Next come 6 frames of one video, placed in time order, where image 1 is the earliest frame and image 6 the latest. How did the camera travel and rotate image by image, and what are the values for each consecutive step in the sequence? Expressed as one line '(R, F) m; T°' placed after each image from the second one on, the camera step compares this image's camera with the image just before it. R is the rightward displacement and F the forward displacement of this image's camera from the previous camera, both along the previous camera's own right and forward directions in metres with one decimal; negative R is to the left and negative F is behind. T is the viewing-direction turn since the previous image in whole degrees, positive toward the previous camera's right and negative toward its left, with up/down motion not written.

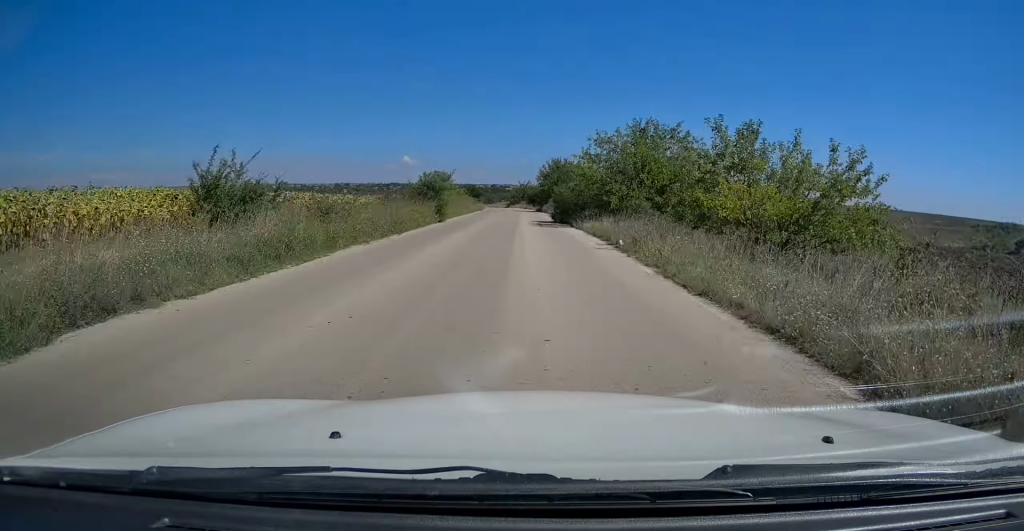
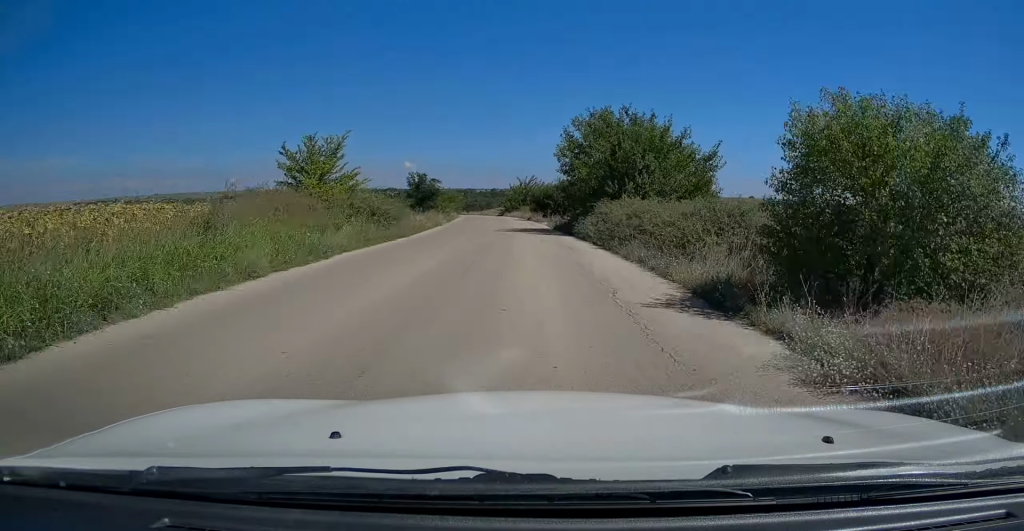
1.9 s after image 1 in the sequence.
(-0.7, +41.4) m; -1°
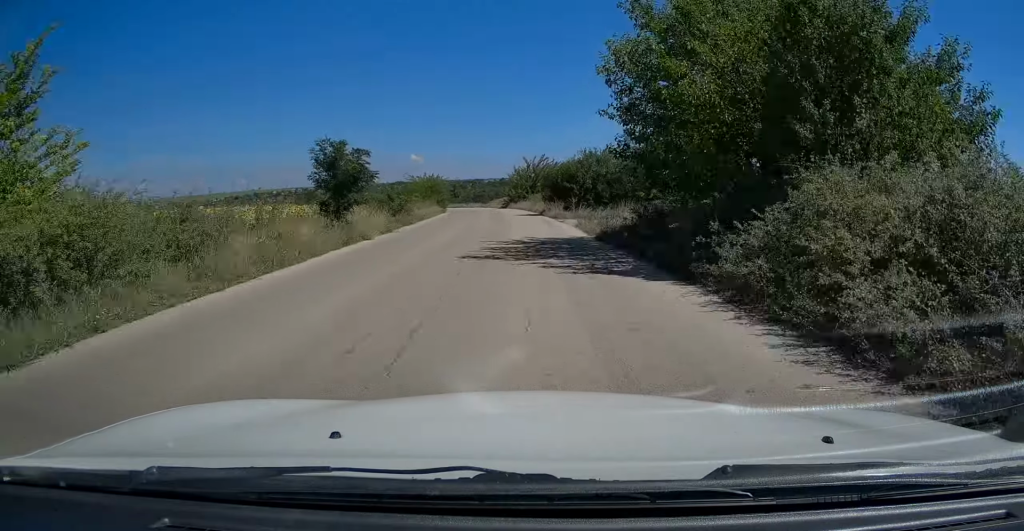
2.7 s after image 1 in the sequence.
(+0.3, +18.1) m; 0°
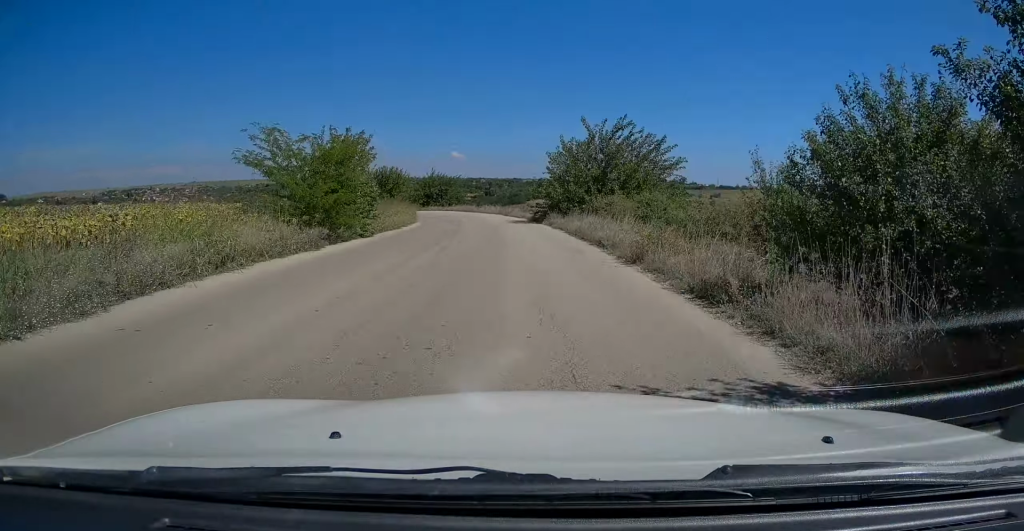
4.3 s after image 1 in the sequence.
(-0.6, +33.6) m; -3°
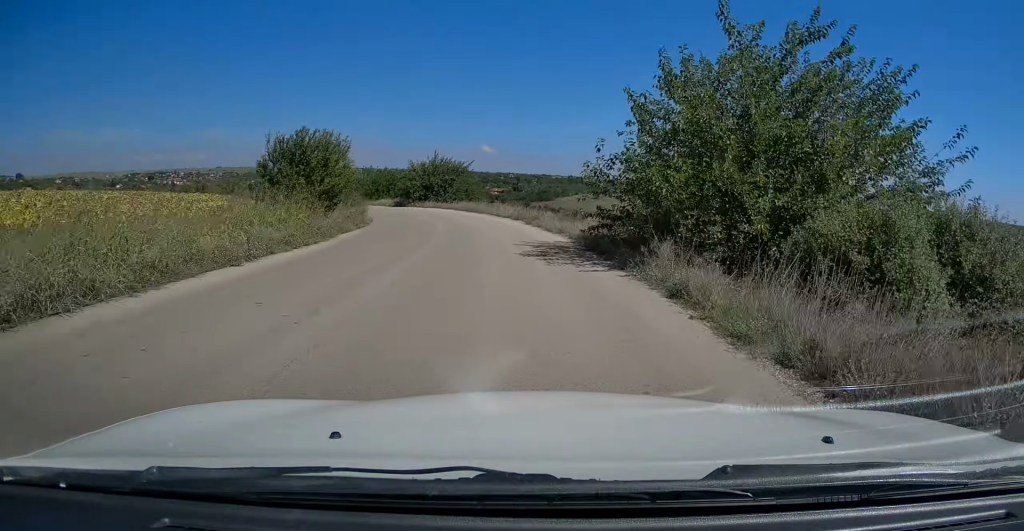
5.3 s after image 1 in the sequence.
(-0.4, +19.2) m; -4°
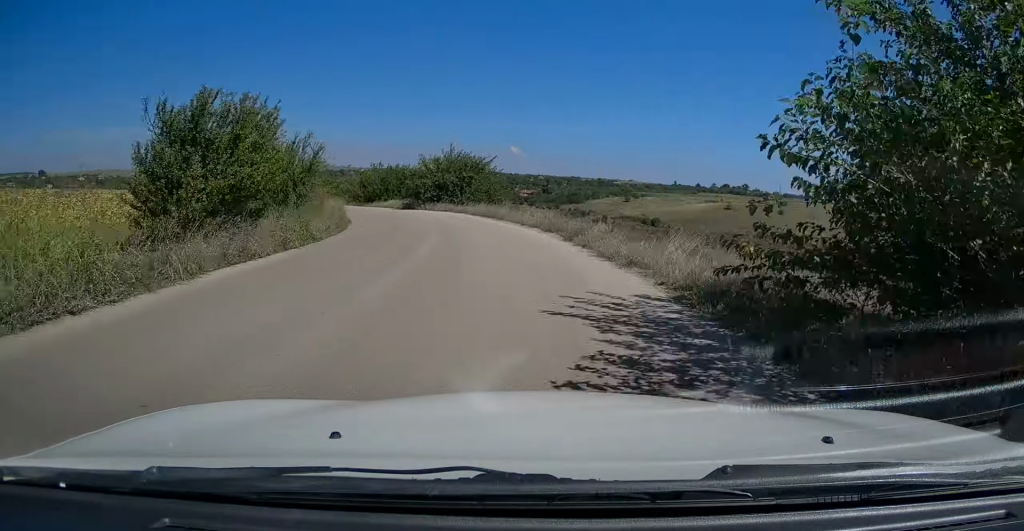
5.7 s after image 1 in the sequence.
(+0.1, +9.0) m; -2°
